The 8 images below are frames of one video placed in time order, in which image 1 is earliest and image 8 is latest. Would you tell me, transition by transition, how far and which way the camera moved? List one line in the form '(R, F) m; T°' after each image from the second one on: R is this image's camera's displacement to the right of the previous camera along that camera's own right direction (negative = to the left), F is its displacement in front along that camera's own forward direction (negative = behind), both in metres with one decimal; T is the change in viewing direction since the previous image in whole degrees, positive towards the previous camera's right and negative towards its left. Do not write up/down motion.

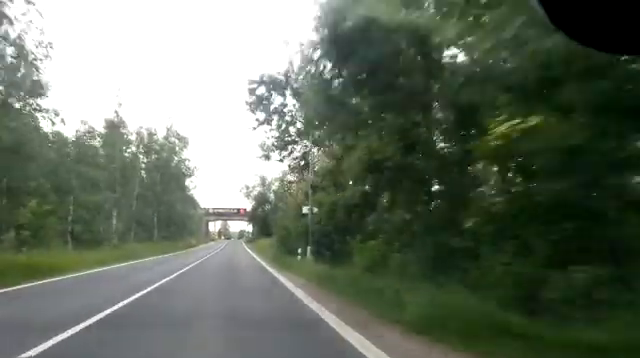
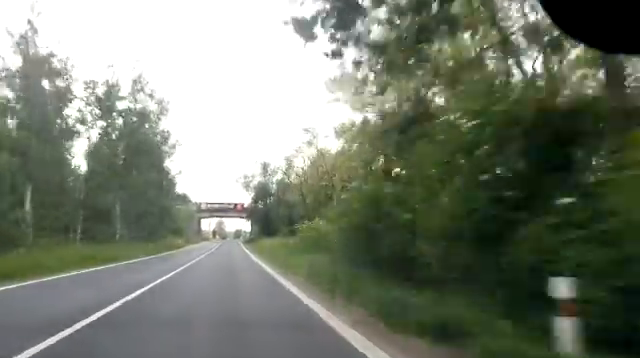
(0.0, +17.4) m; 0°
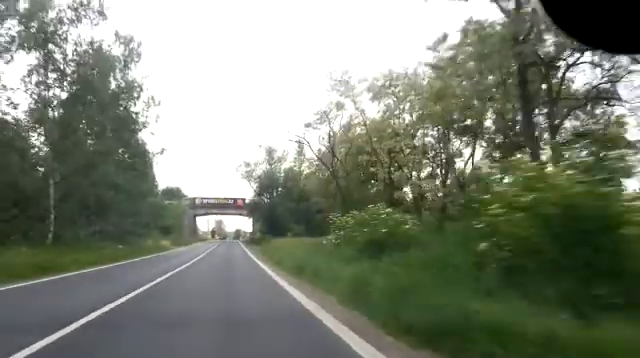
(0.0, +14.8) m; +1°
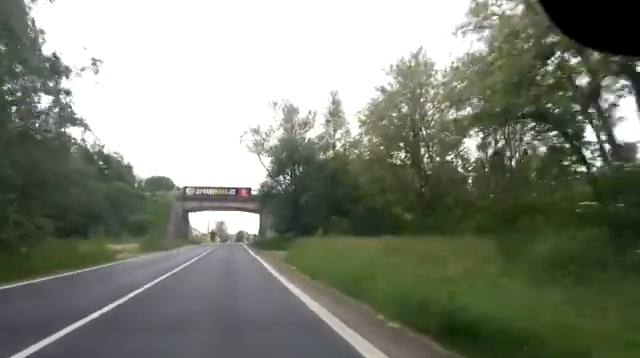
(+0.3, +23.8) m; +1°
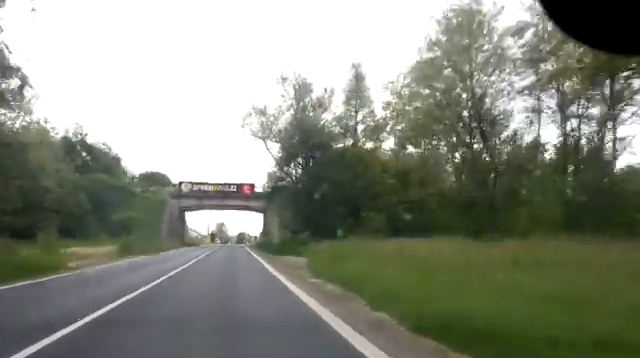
(+0.1, +8.3) m; 0°
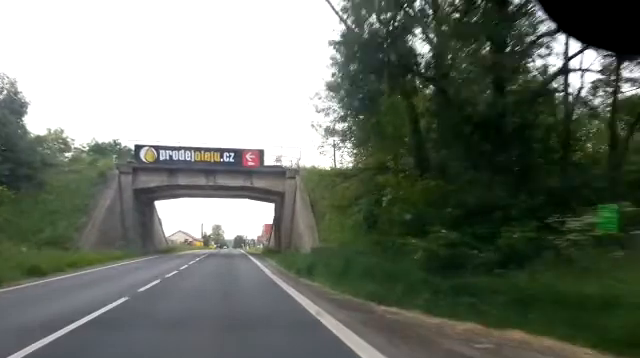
(-0.1, +28.9) m; 0°
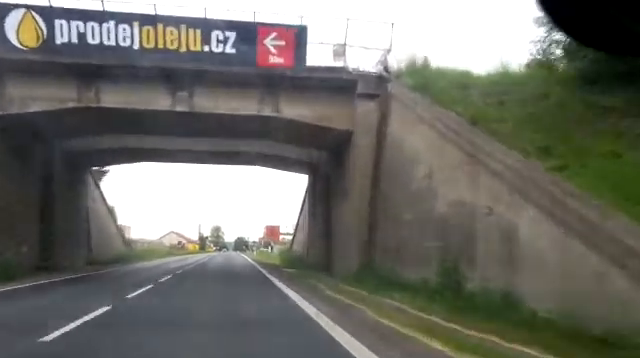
(+0.1, +25.7) m; 0°
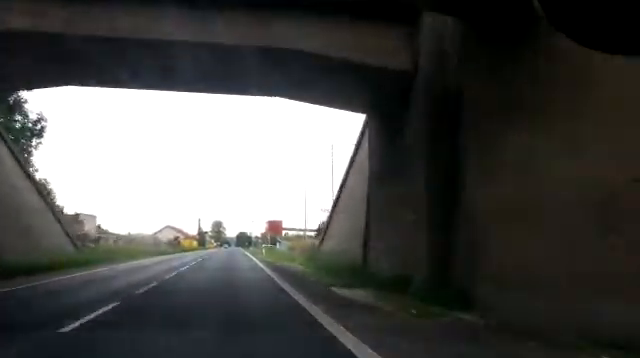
(+0.1, +14.3) m; 0°
